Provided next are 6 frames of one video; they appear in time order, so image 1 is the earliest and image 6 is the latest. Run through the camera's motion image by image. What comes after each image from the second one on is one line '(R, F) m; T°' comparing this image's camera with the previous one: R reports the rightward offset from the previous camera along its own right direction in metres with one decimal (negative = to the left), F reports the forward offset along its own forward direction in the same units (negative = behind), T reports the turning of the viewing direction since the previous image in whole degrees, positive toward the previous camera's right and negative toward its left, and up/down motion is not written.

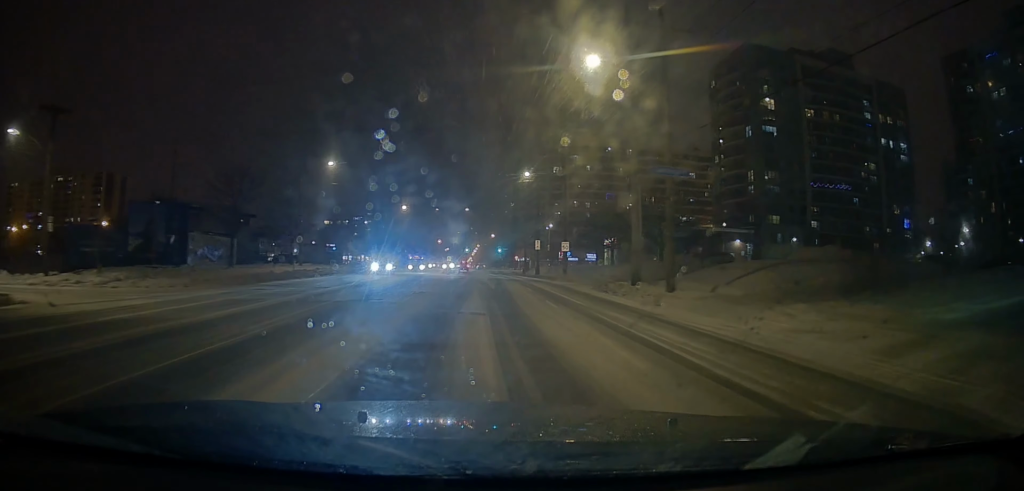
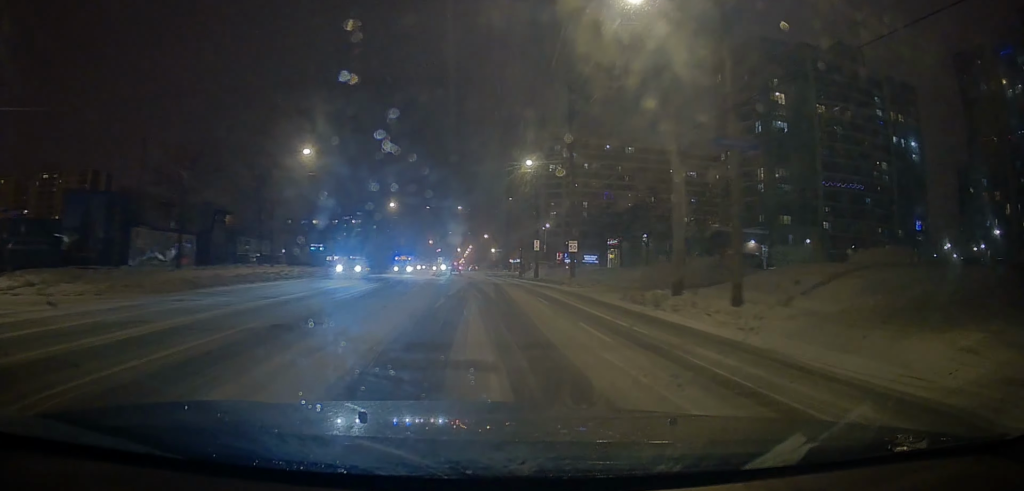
(0.0, +6.9) m; +1°
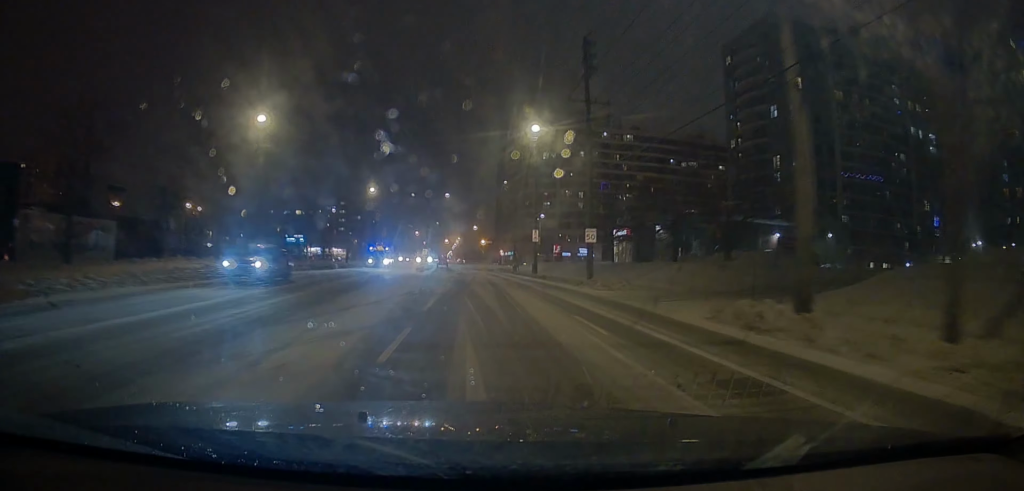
(-0.3, +10.2) m; +1°
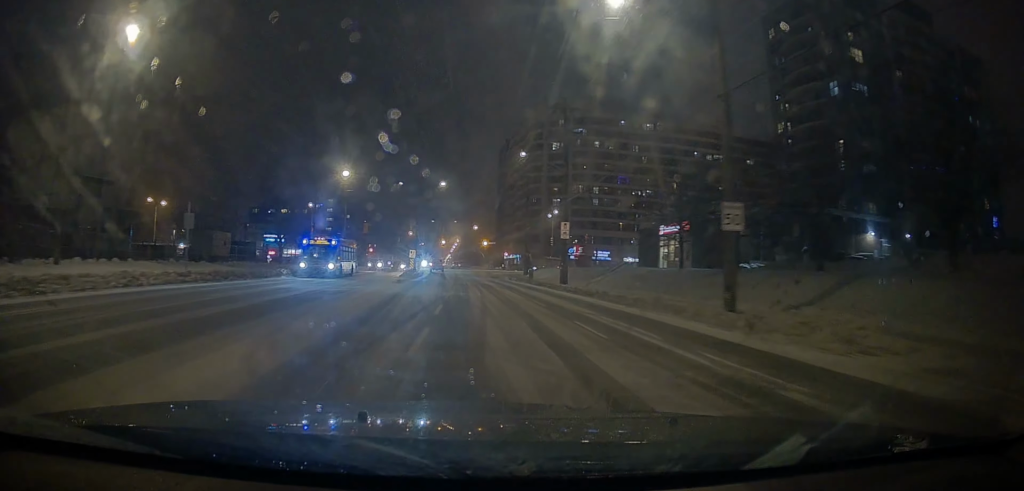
(+0.6, +21.9) m; +1°
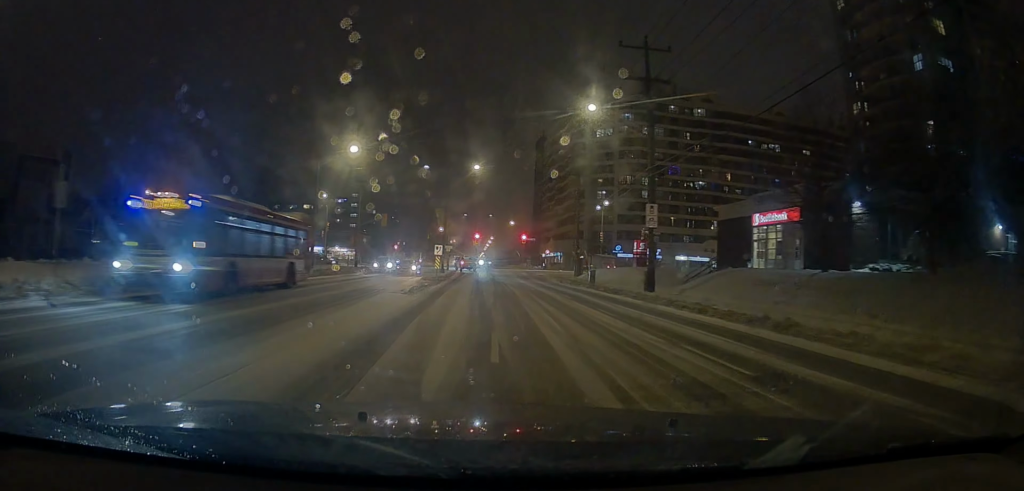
(0.0, +15.4) m; 0°
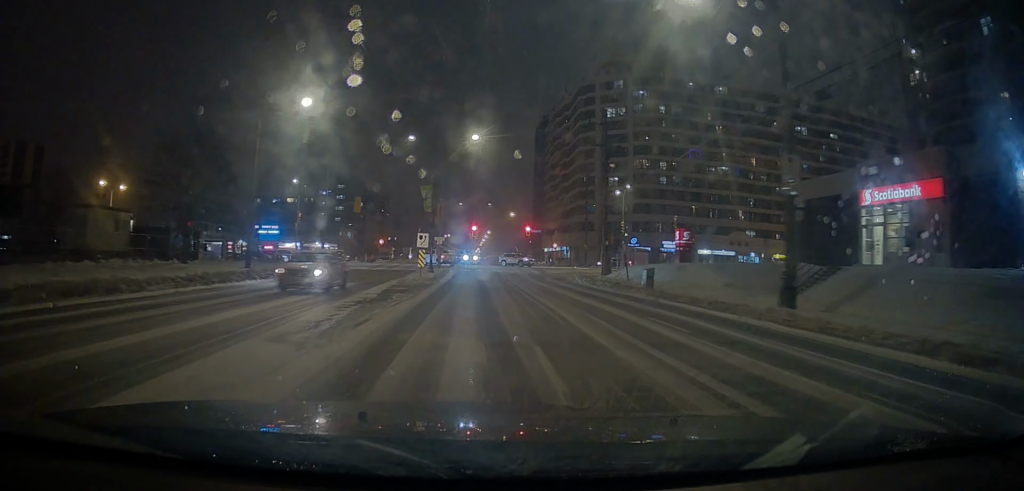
(-0.1, +14.7) m; -1°
